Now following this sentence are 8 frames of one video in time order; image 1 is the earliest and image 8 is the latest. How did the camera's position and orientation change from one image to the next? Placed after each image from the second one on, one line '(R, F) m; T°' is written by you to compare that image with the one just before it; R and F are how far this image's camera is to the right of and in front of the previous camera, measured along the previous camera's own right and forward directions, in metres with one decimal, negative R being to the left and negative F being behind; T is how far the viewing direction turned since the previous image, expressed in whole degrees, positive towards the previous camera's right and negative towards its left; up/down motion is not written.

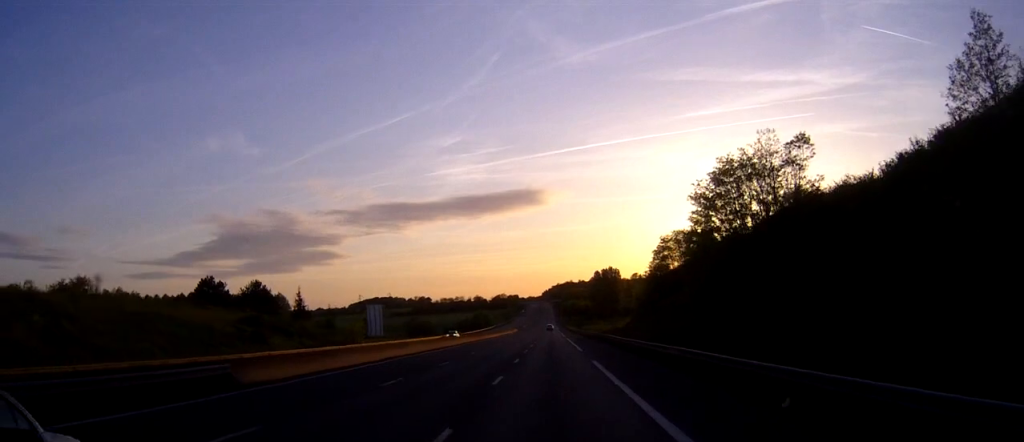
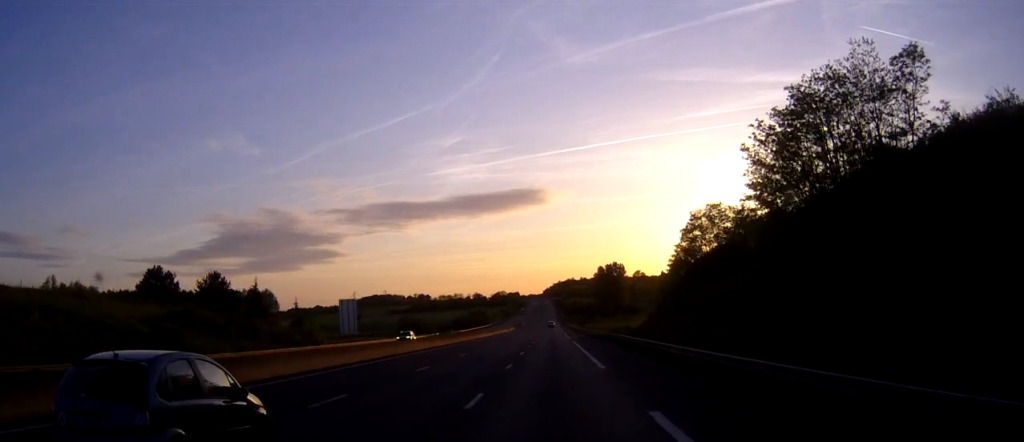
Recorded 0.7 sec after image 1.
(0.0, +20.9) m; 0°
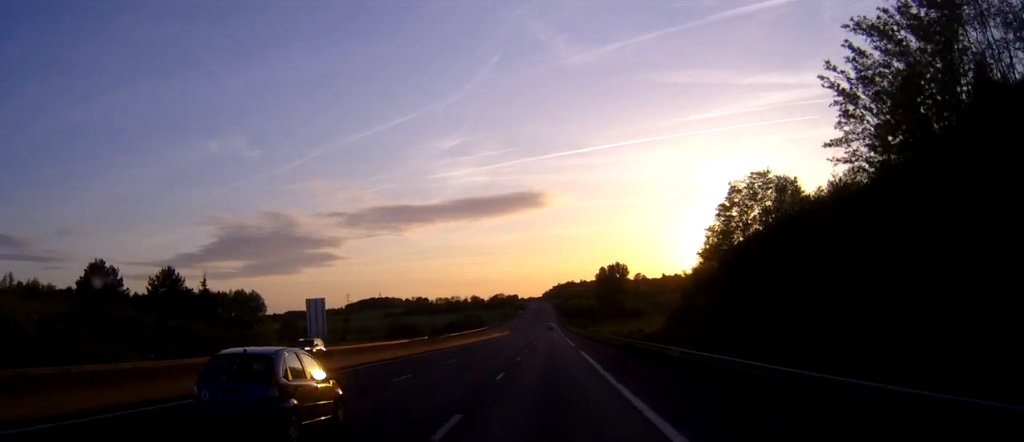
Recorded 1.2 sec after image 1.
(0.0, +17.9) m; 0°
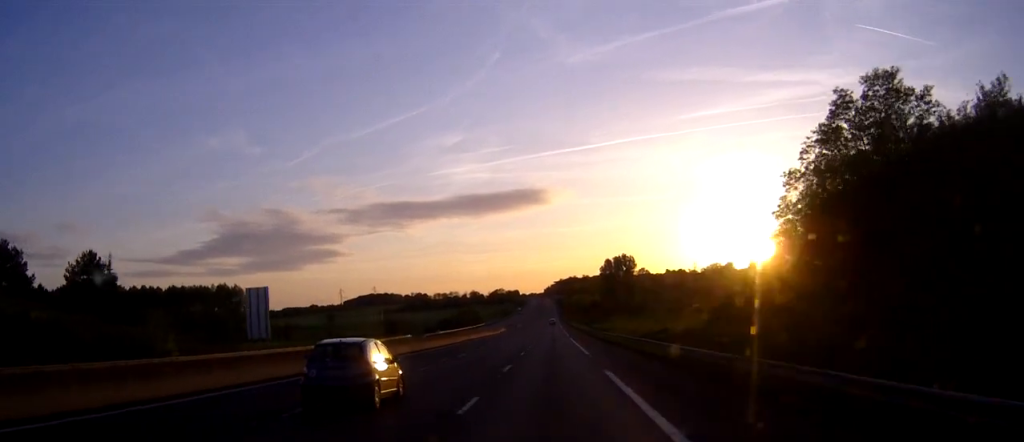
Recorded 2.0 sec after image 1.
(0.0, +24.7) m; 0°
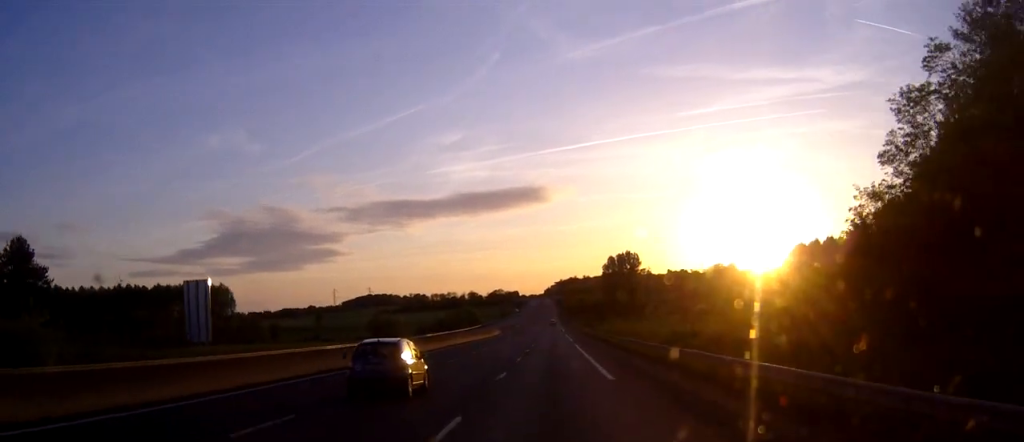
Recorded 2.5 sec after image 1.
(0.0, +17.8) m; 0°
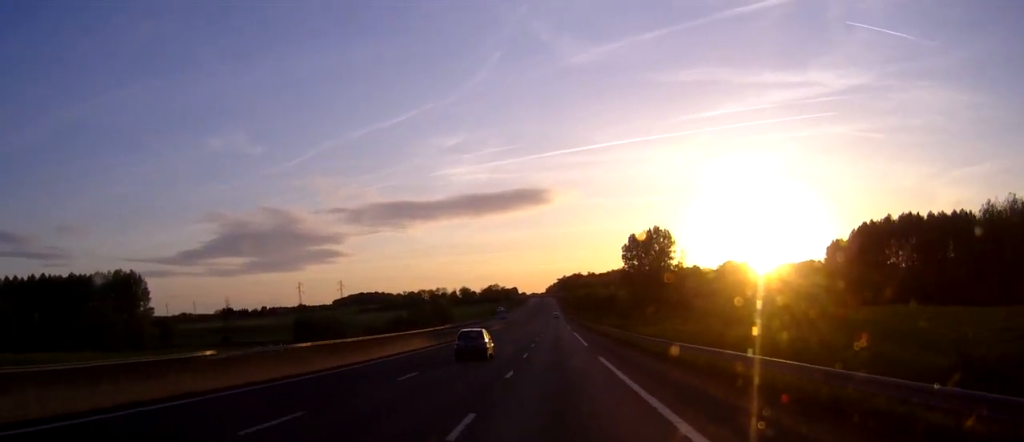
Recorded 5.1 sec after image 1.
(0.0, +74.9) m; 0°
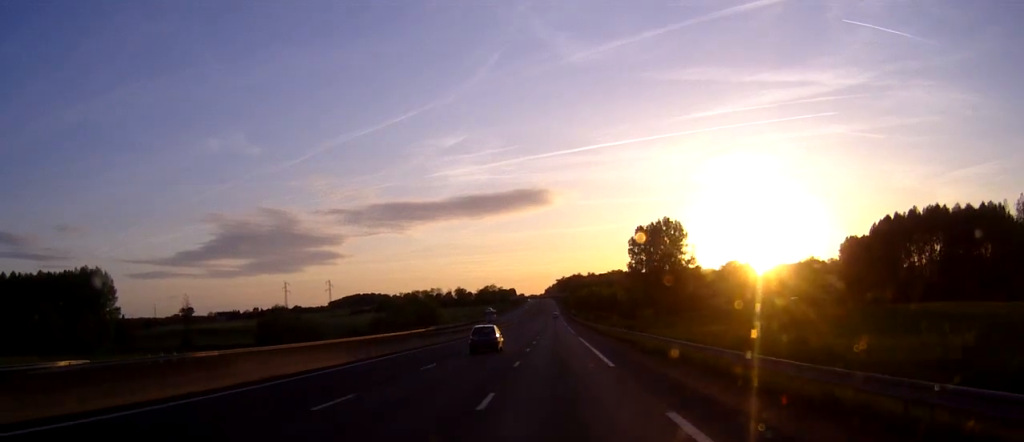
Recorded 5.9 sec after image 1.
(0.0, +21.1) m; 0°
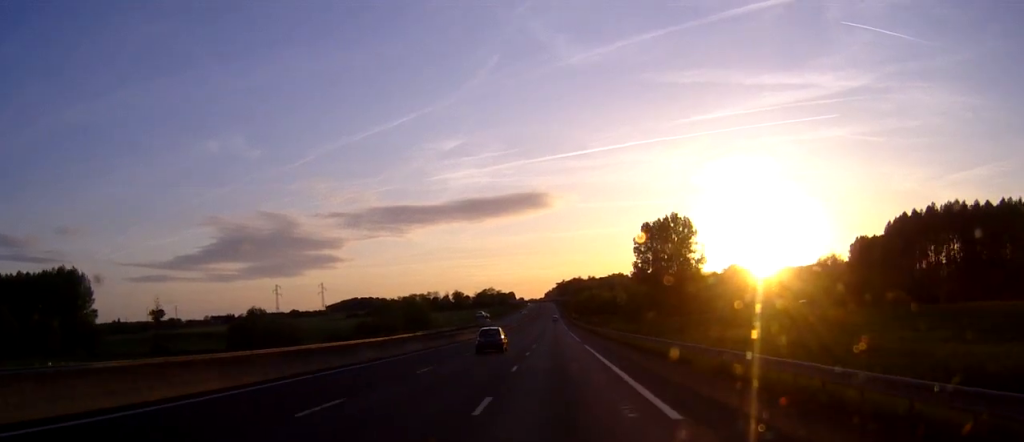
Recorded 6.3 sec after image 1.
(0.0, +13.7) m; 0°
